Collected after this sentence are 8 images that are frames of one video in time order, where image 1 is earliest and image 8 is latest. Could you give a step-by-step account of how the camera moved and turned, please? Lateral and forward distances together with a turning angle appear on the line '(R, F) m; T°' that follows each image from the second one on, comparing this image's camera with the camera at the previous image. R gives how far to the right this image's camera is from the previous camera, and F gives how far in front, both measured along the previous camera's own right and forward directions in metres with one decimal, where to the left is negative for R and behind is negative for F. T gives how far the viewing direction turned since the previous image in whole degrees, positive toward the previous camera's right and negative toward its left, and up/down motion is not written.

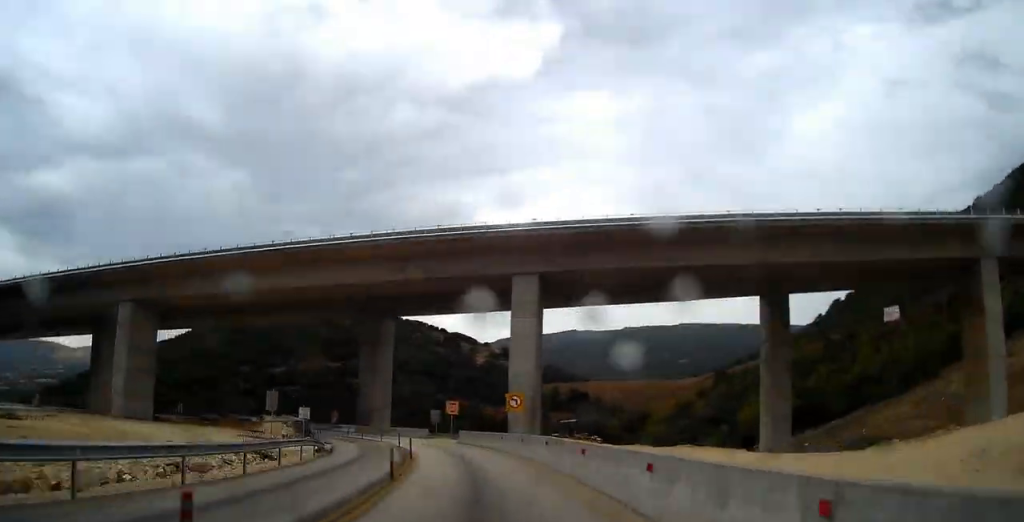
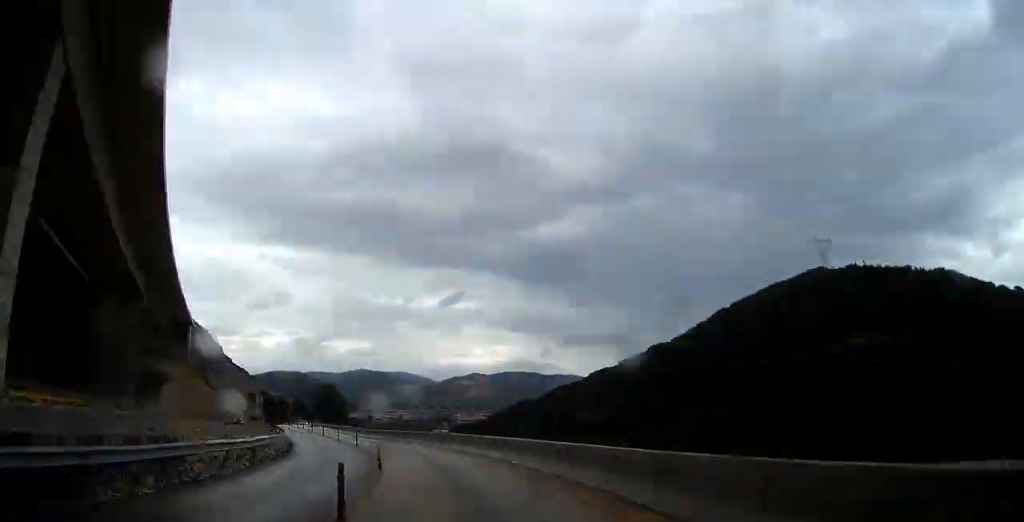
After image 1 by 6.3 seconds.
(-36.0, +98.4) m; -37°
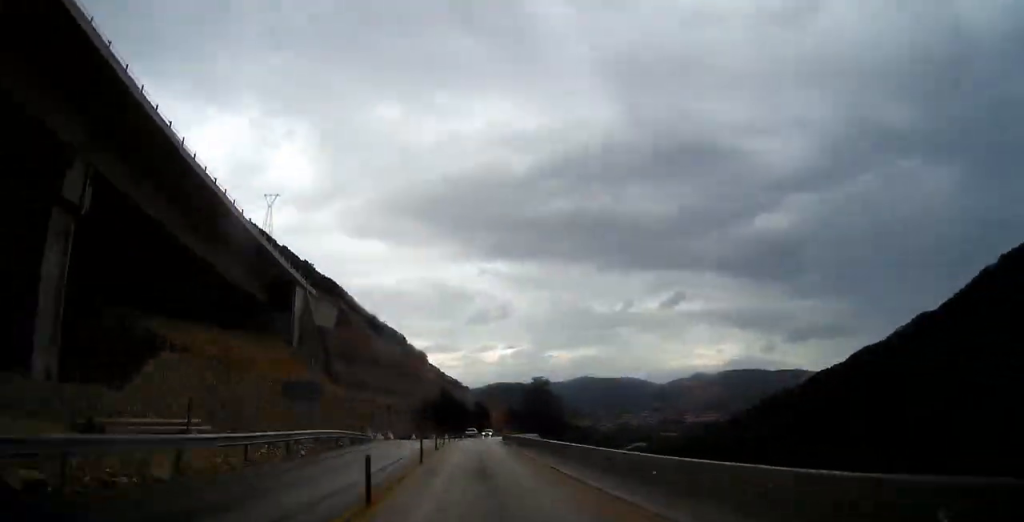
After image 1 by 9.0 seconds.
(-6.5, +49.5) m; -8°
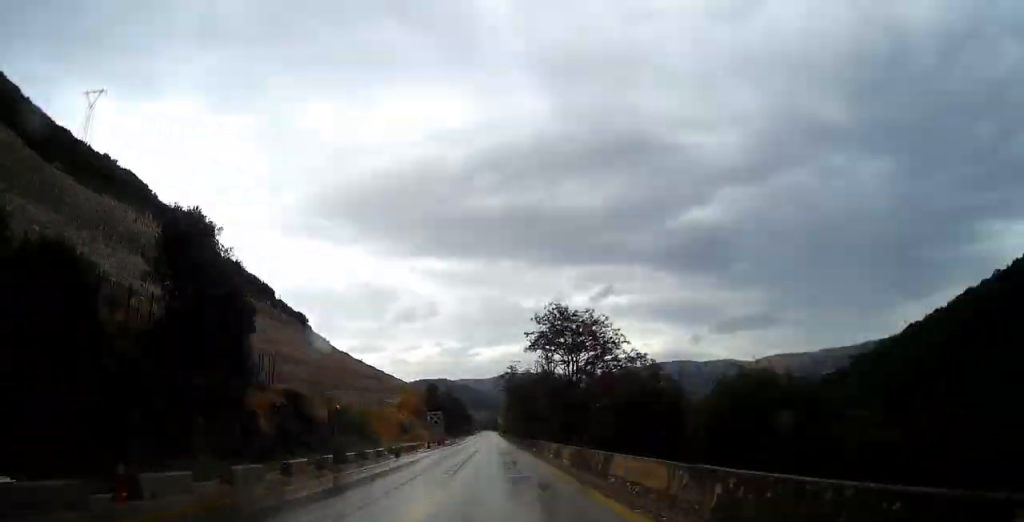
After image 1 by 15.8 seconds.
(-3.4, +139.0) m; +1°
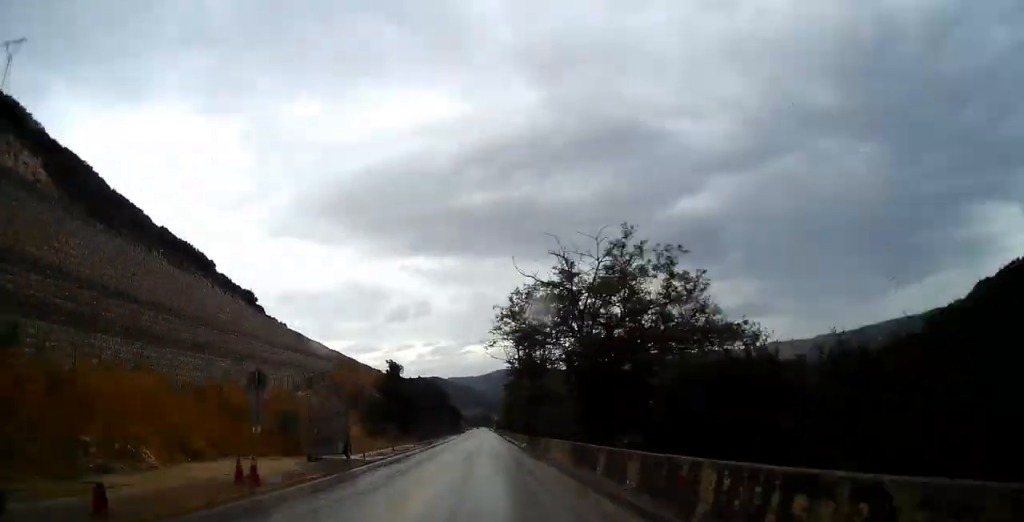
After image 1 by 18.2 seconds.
(+1.2, +50.0) m; +1°
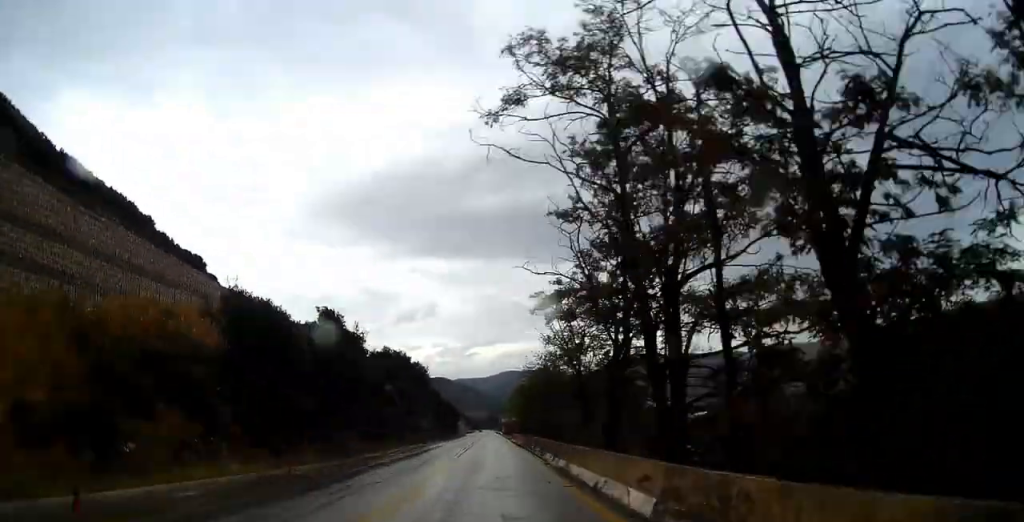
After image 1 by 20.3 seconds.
(-0.4, +48.9) m; 0°
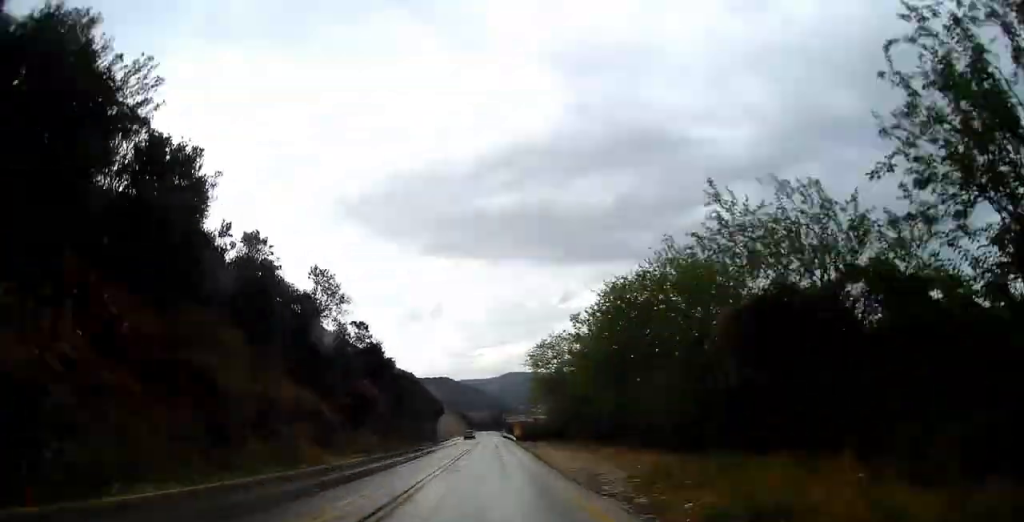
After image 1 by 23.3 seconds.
(-0.2, +67.8) m; 0°
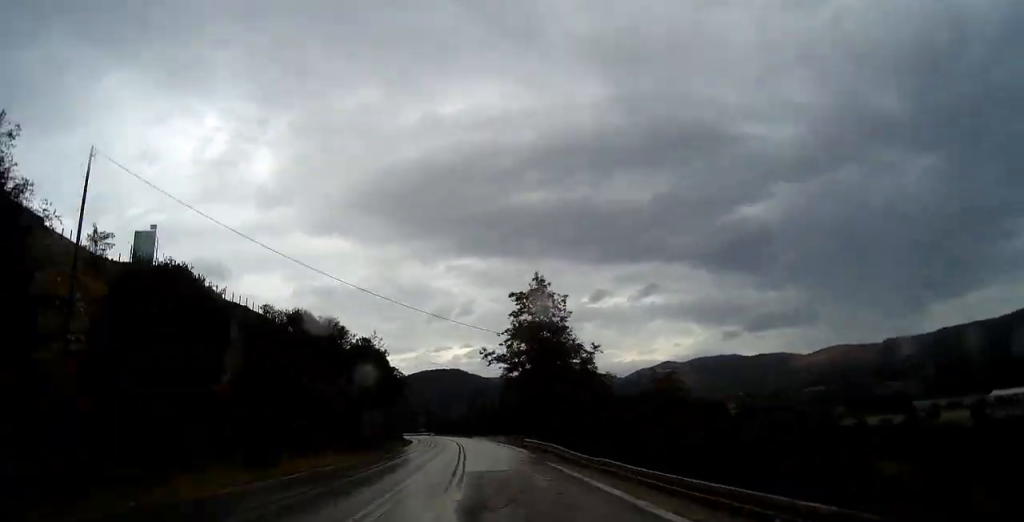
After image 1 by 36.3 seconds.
(-3.9, +310.7) m; -5°
